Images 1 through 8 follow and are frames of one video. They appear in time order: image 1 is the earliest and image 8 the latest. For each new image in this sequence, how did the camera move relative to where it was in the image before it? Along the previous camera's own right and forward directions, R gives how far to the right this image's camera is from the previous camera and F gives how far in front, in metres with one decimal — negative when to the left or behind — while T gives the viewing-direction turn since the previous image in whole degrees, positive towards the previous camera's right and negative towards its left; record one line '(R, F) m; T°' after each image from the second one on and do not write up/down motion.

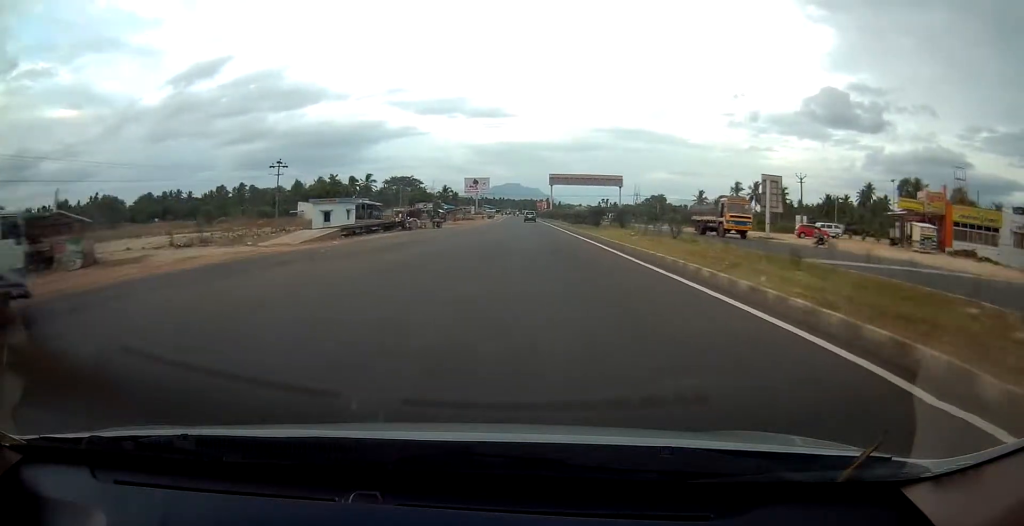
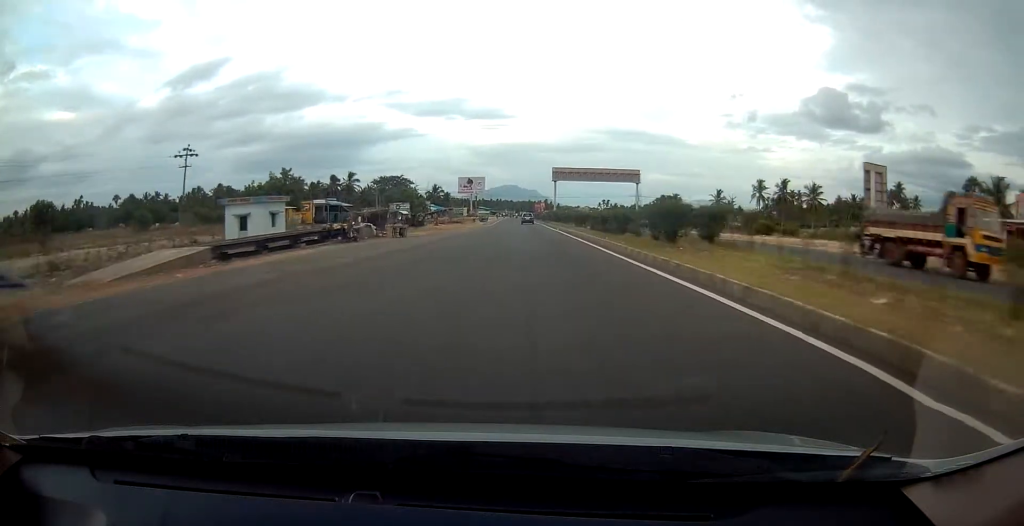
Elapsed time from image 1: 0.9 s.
(+0.3, +18.3) m; 0°
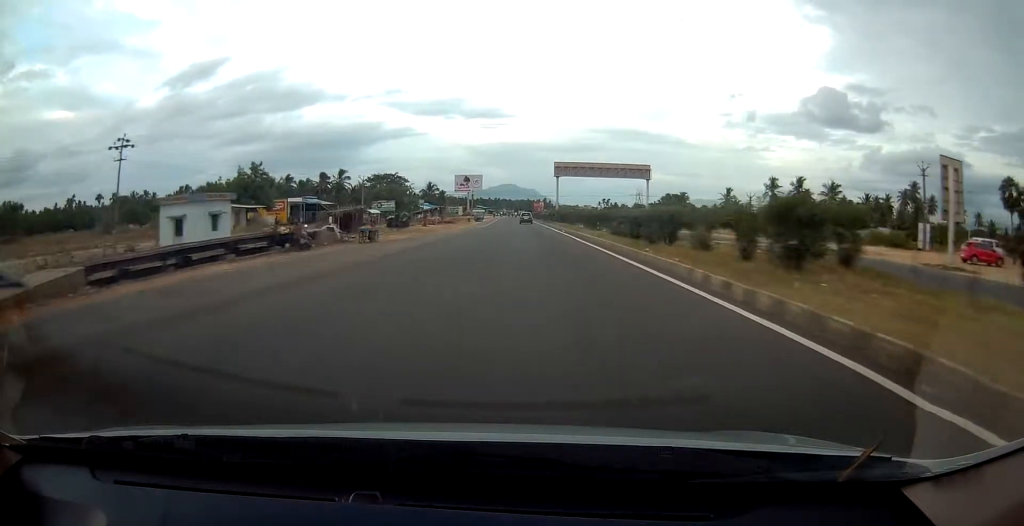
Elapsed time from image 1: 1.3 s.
(-0.1, +8.6) m; 0°
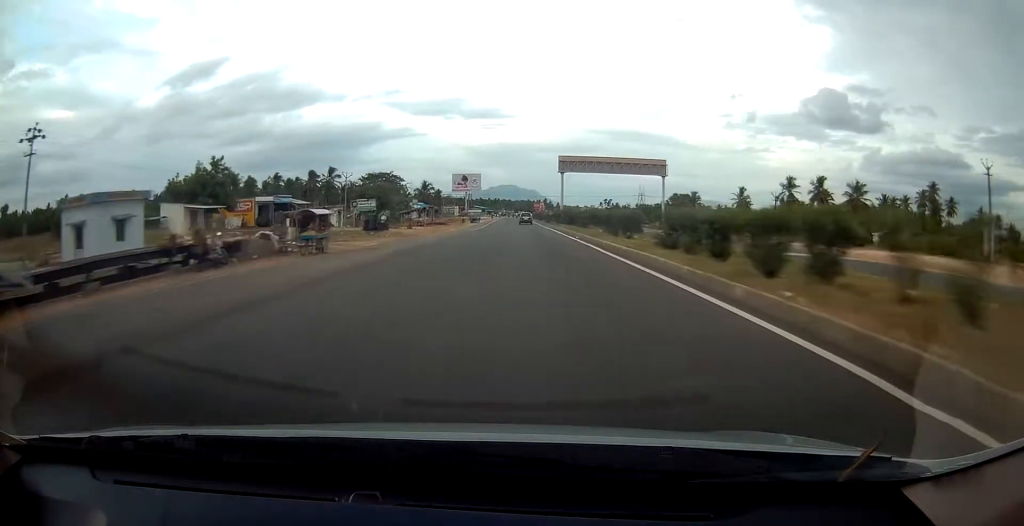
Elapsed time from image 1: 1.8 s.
(-0.1, +9.3) m; 0°
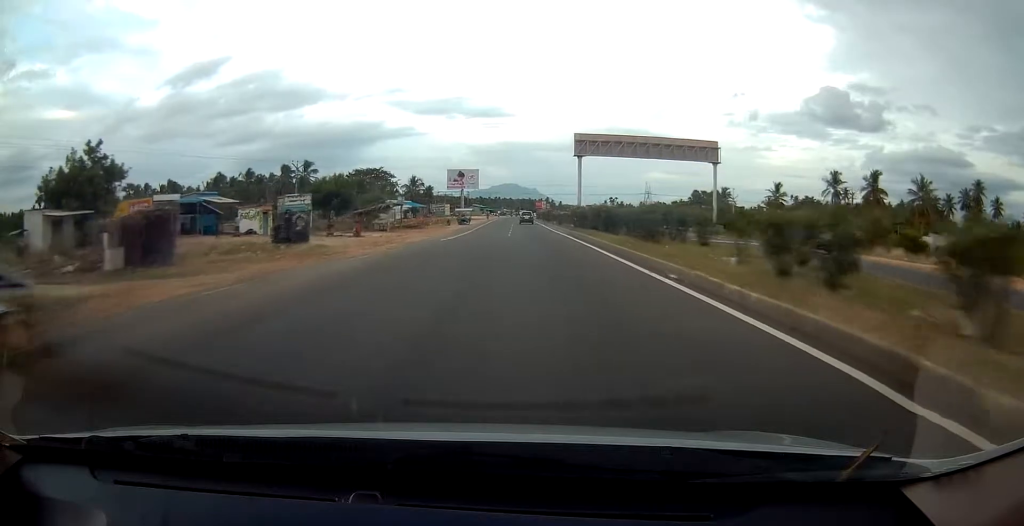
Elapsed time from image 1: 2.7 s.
(+0.2, +20.0) m; 0°
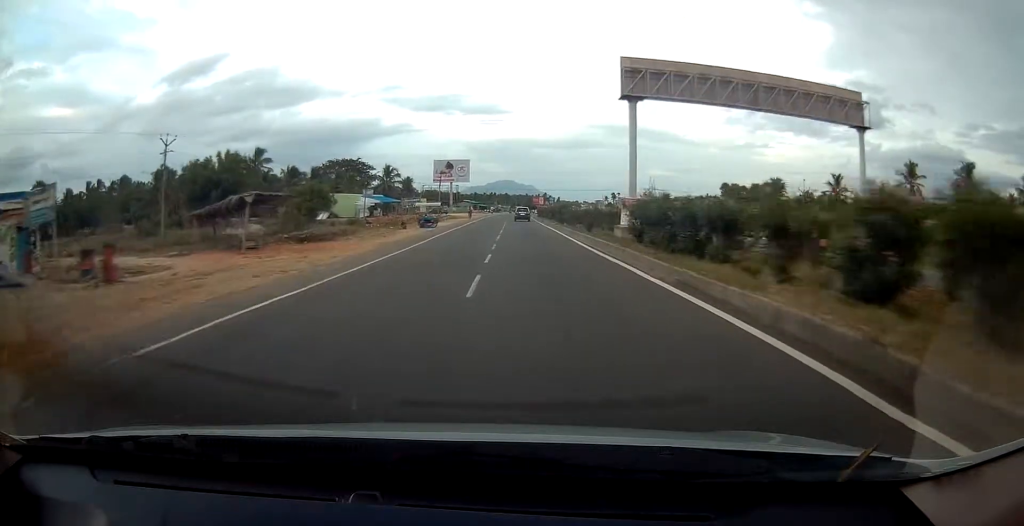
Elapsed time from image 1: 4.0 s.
(+0.1, +26.6) m; +1°
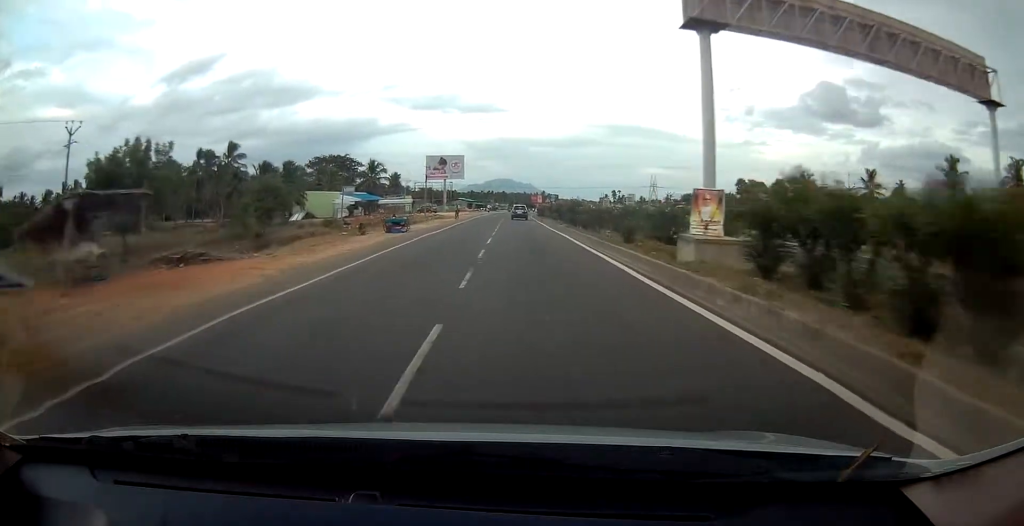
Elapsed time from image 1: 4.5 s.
(+0.1, +11.5) m; 0°
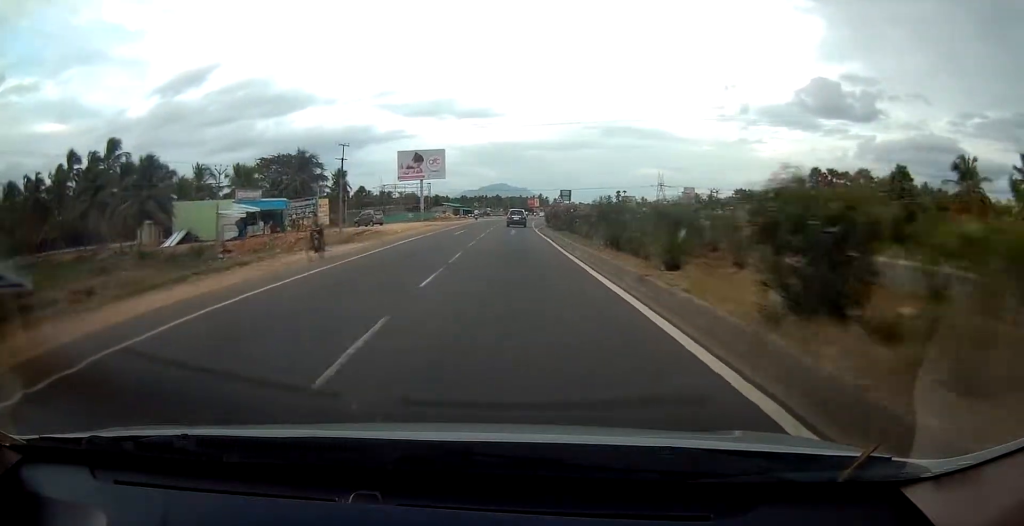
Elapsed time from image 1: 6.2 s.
(+0.1, +36.3) m; 0°
